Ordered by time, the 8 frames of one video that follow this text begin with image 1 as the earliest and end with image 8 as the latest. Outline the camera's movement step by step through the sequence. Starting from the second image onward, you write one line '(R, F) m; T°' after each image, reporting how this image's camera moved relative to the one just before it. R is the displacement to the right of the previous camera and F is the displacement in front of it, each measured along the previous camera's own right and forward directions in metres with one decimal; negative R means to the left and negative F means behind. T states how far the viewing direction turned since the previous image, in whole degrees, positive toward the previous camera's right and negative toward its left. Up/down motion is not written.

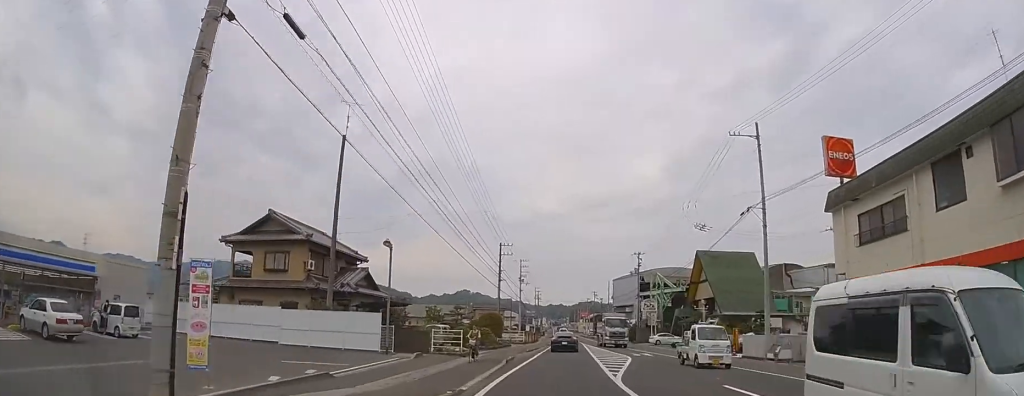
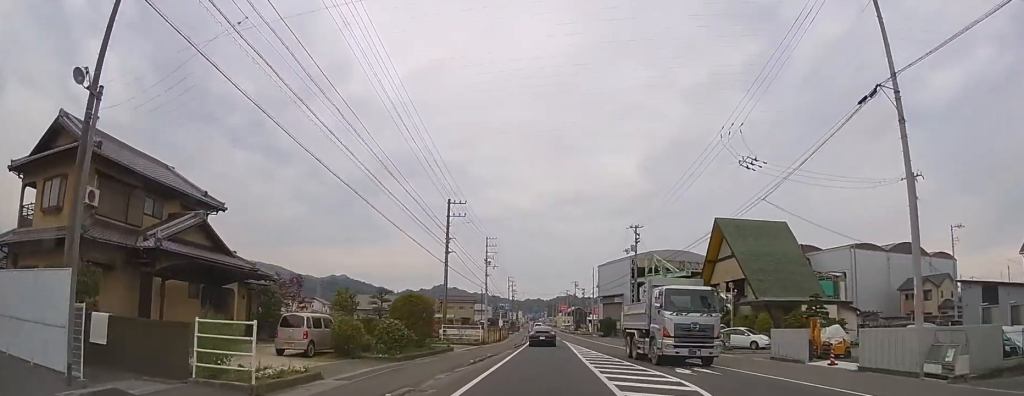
(+0.5, +21.3) m; +3°
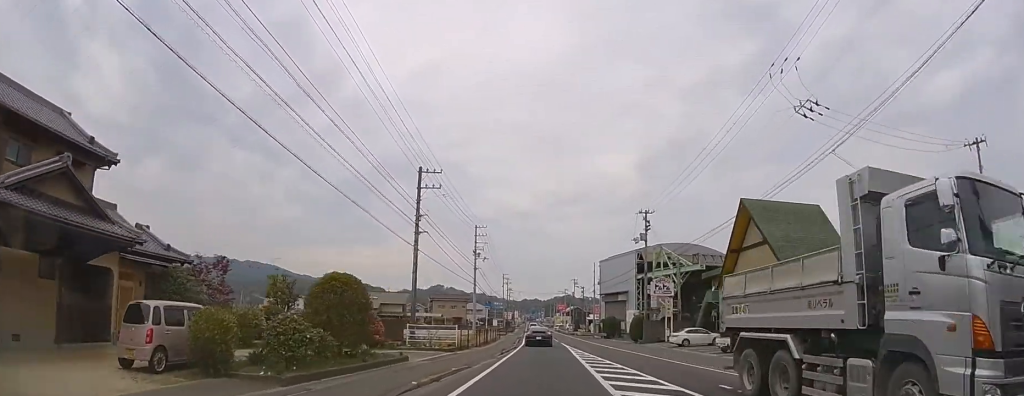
(+0.1, +7.4) m; +1°
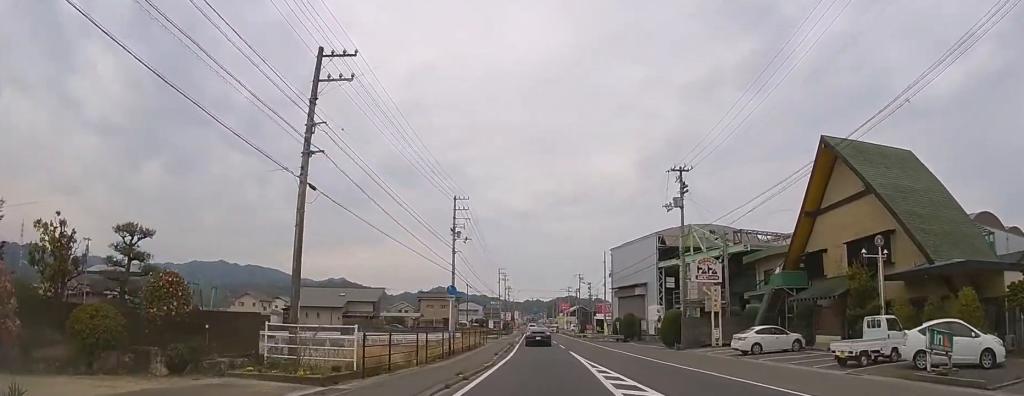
(+0.1, +13.8) m; 0°
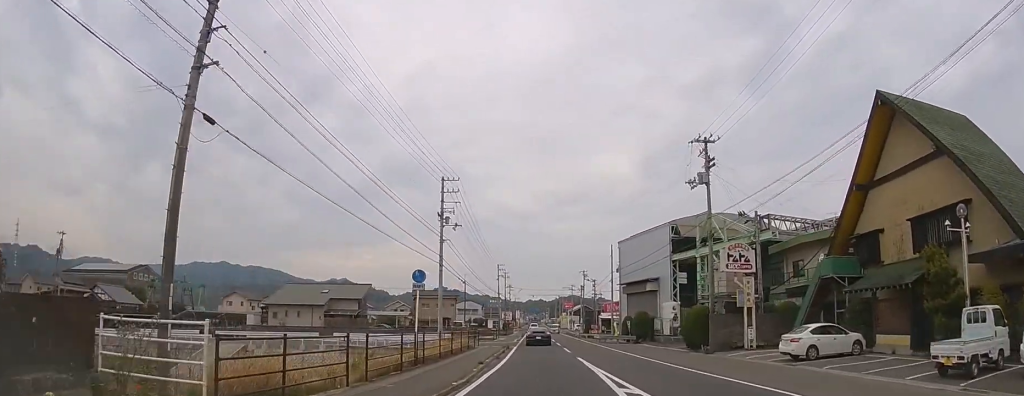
(0.0, +5.9) m; 0°
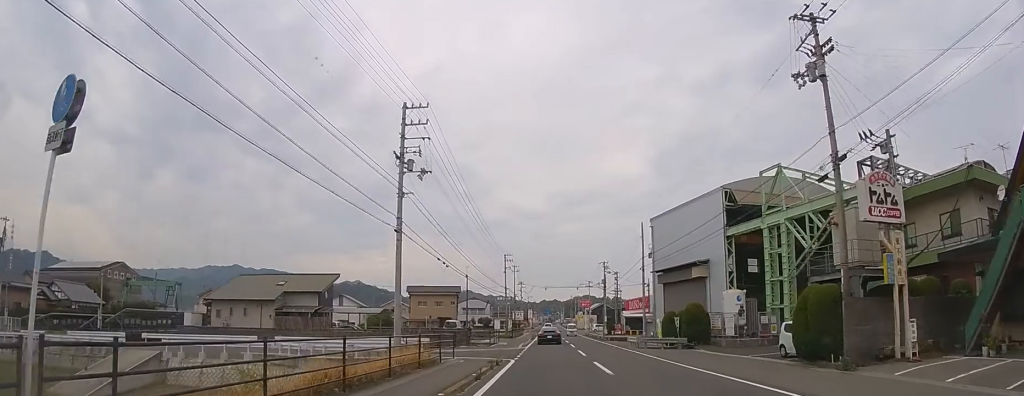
(-0.1, +13.0) m; -1°
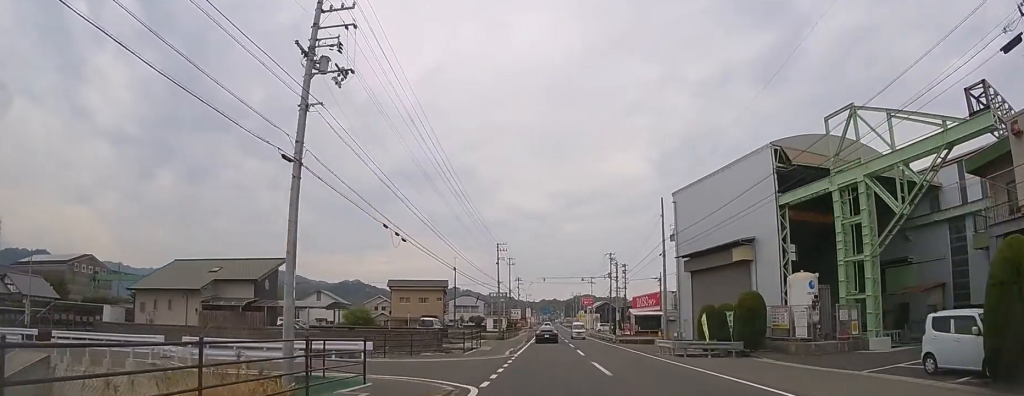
(-0.1, +10.4) m; -1°
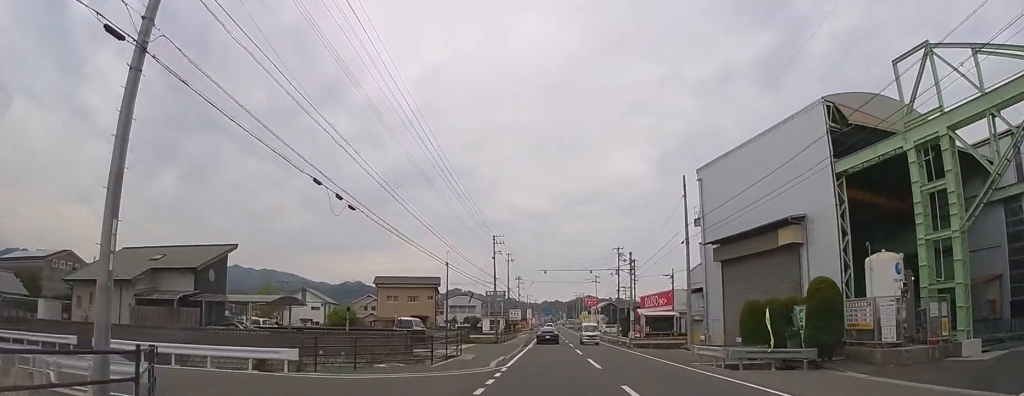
(0.0, +6.7) m; 0°
